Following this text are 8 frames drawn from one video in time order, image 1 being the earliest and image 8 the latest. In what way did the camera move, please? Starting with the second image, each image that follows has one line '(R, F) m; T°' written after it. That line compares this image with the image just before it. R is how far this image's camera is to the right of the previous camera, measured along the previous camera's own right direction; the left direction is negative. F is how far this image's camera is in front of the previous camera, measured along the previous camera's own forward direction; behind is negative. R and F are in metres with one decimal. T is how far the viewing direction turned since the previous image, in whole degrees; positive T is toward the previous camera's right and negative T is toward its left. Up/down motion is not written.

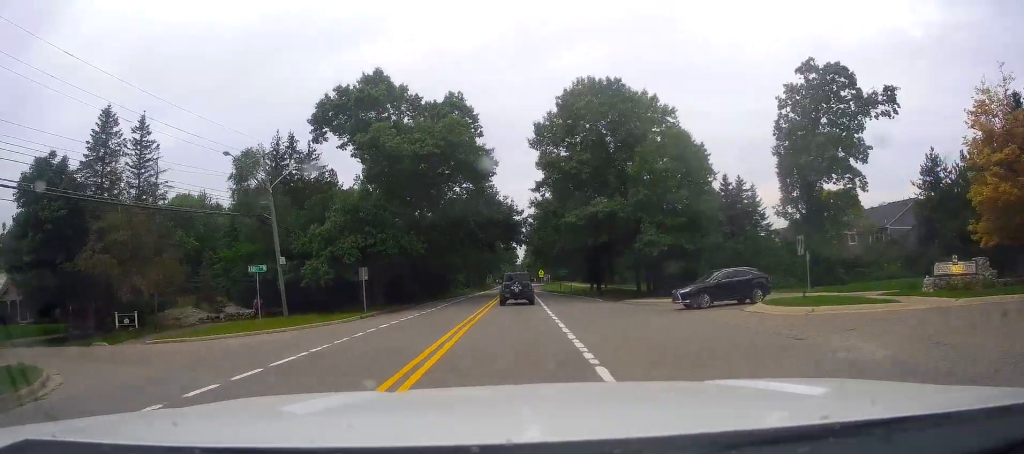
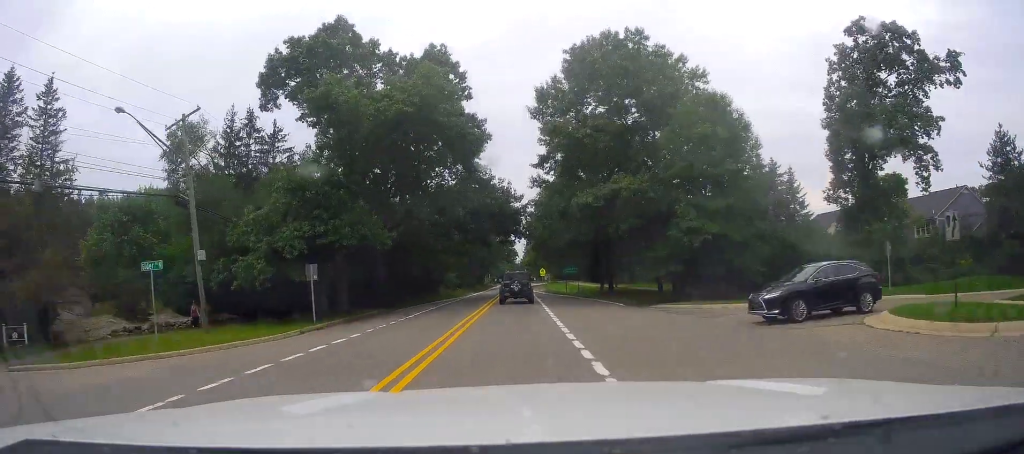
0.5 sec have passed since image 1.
(0.0, +9.7) m; 0°
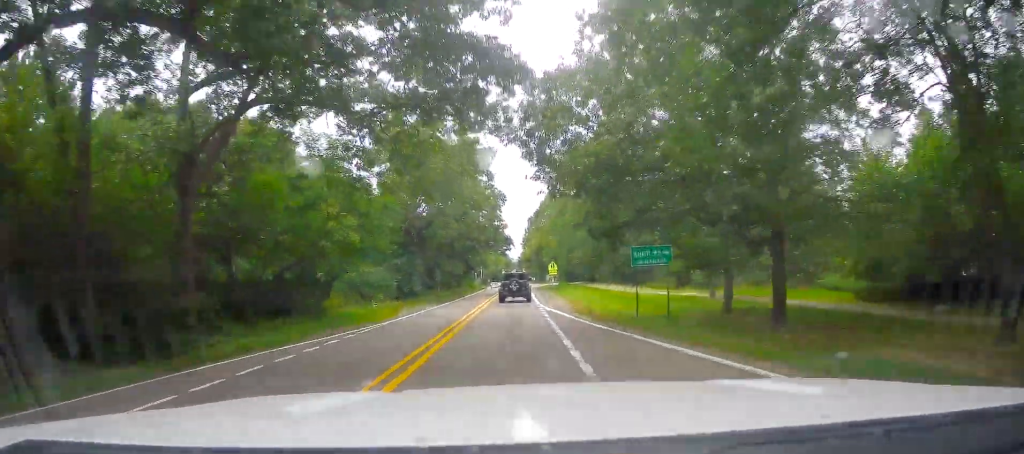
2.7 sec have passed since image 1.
(+0.4, +38.1) m; -1°
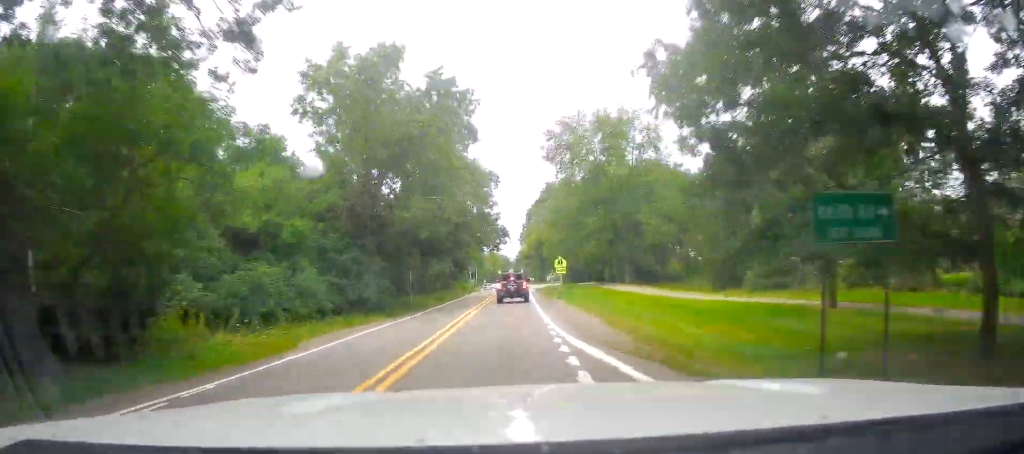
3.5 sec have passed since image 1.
(-0.5, +14.8) m; -1°
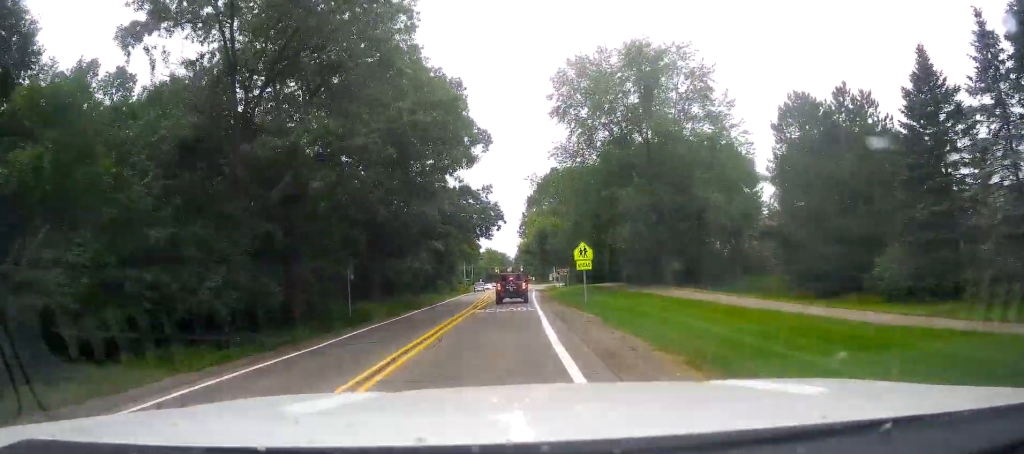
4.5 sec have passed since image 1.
(+0.4, +17.2) m; +1°
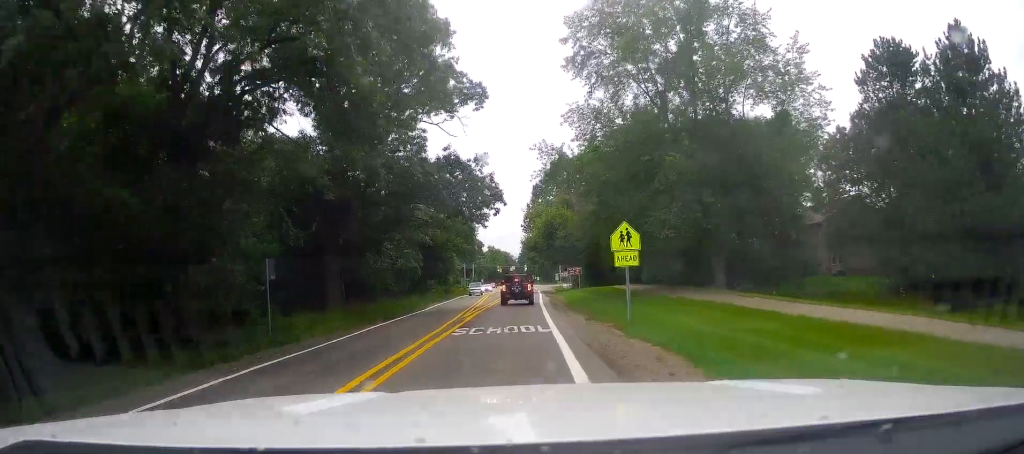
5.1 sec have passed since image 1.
(0.0, +10.8) m; 0°
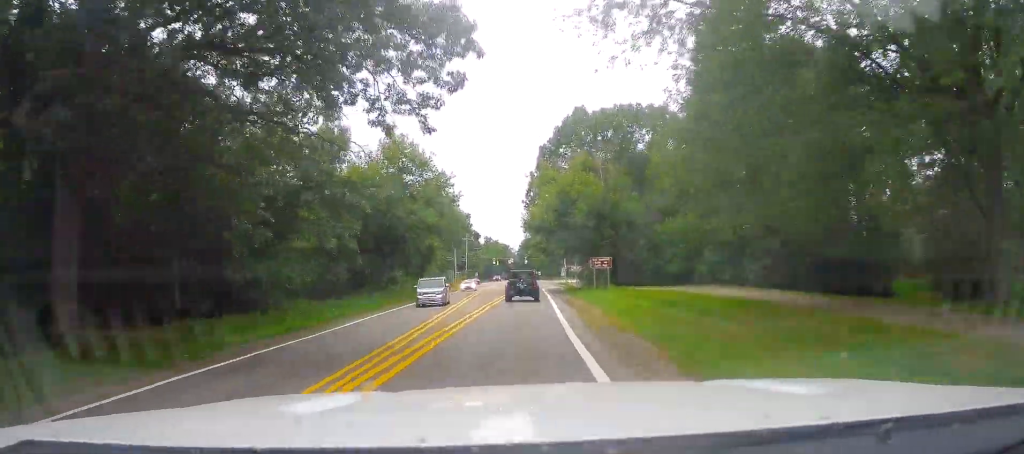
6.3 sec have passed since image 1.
(0.0, +22.4) m; 0°
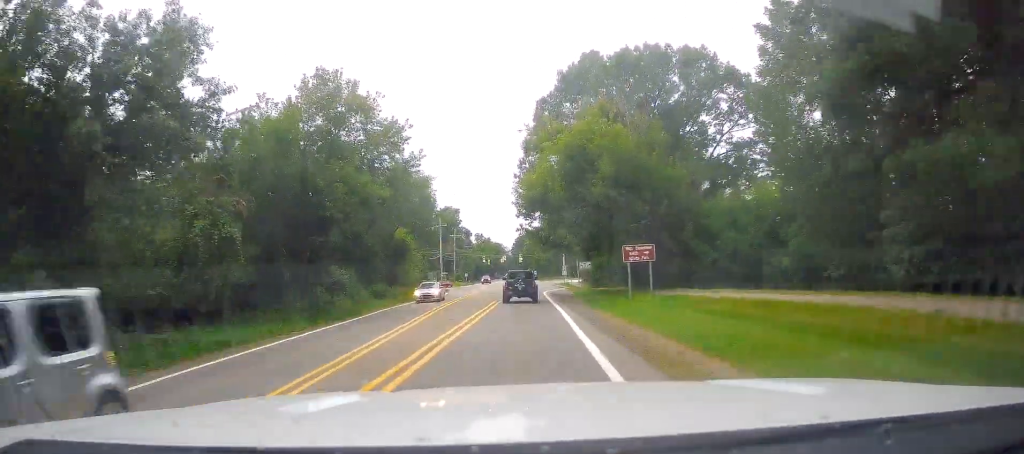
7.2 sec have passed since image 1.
(0.0, +16.1) m; -2°
